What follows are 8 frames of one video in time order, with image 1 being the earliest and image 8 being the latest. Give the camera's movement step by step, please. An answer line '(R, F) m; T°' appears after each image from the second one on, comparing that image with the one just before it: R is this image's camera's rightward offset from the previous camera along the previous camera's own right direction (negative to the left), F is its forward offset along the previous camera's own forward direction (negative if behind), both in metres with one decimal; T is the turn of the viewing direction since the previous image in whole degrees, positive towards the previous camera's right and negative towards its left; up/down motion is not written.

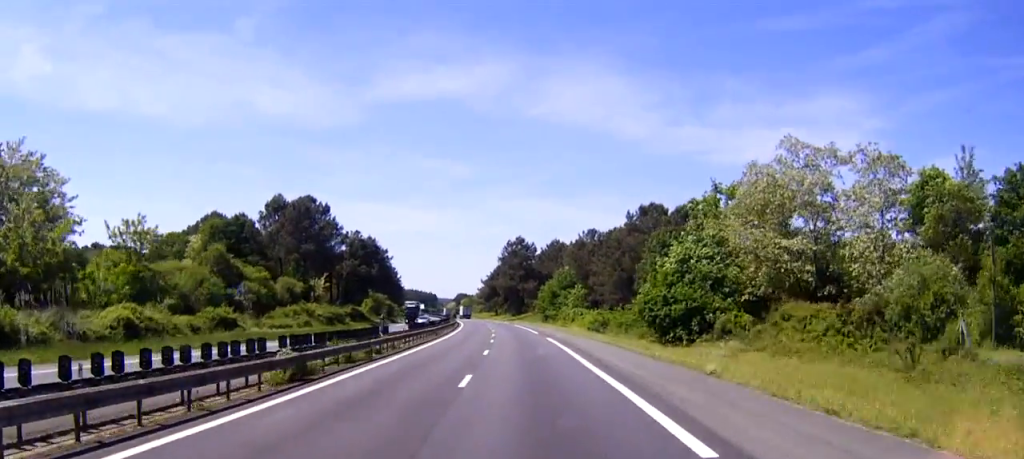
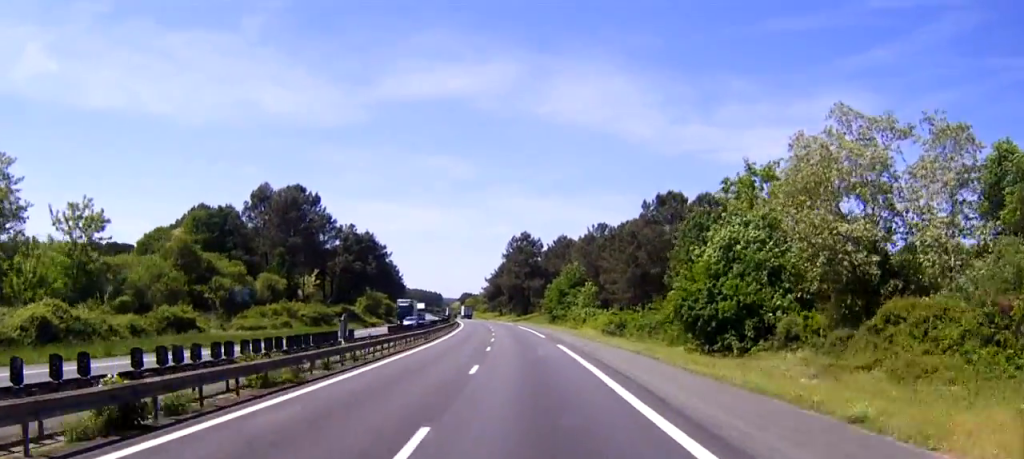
(0.0, +9.4) m; 0°
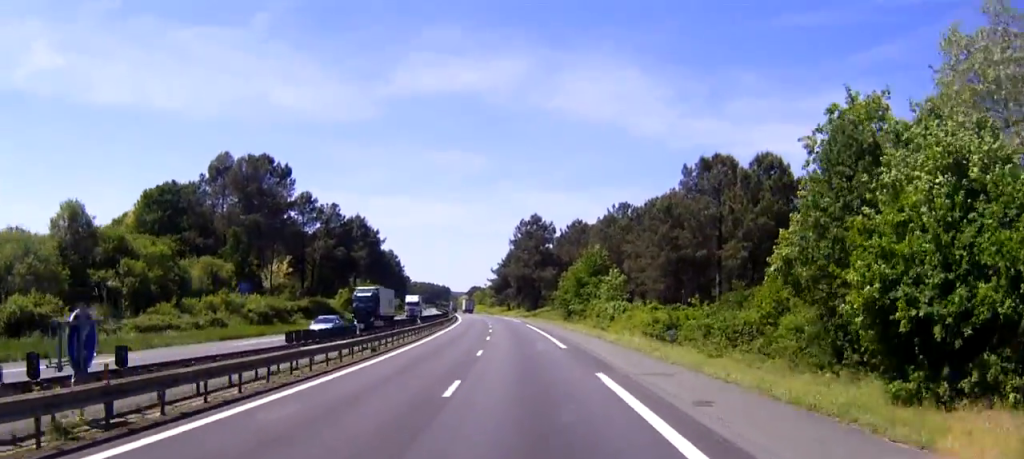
(-0.1, +19.6) m; -1°
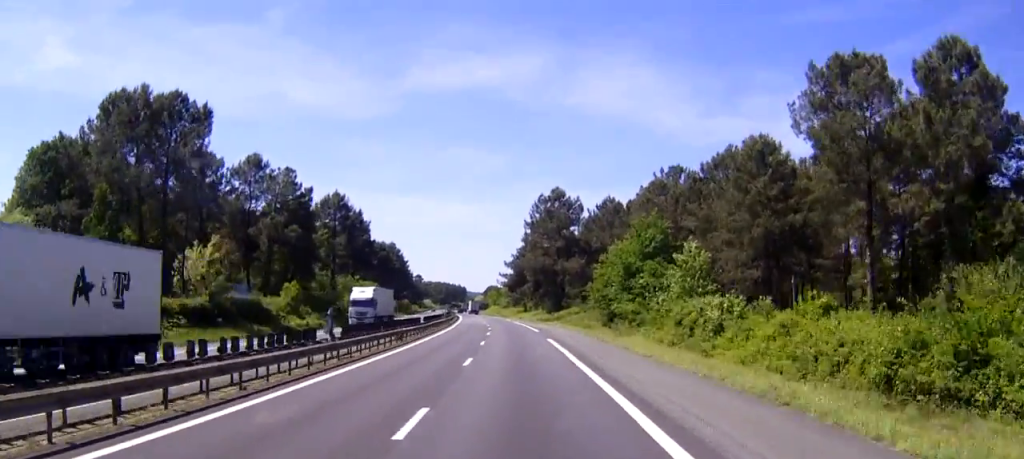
(-0.5, +31.6) m; -2°
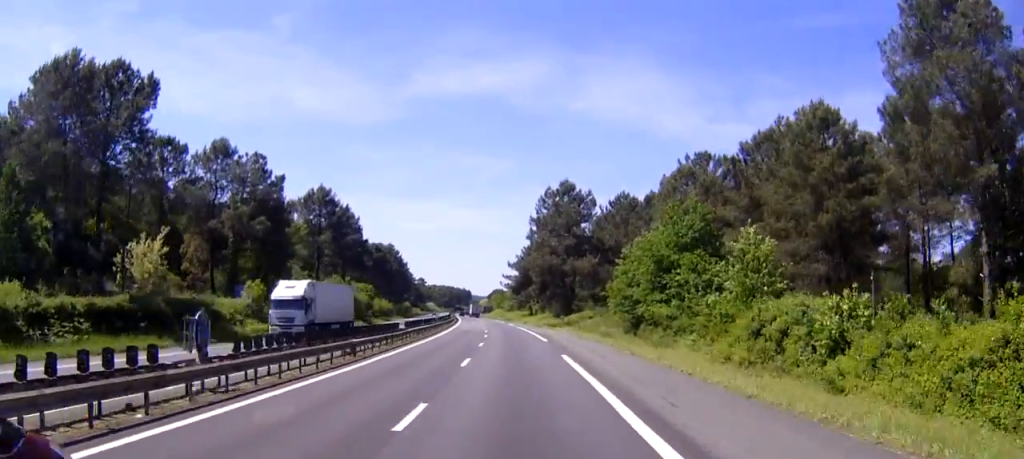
(-0.1, +12.7) m; -1°
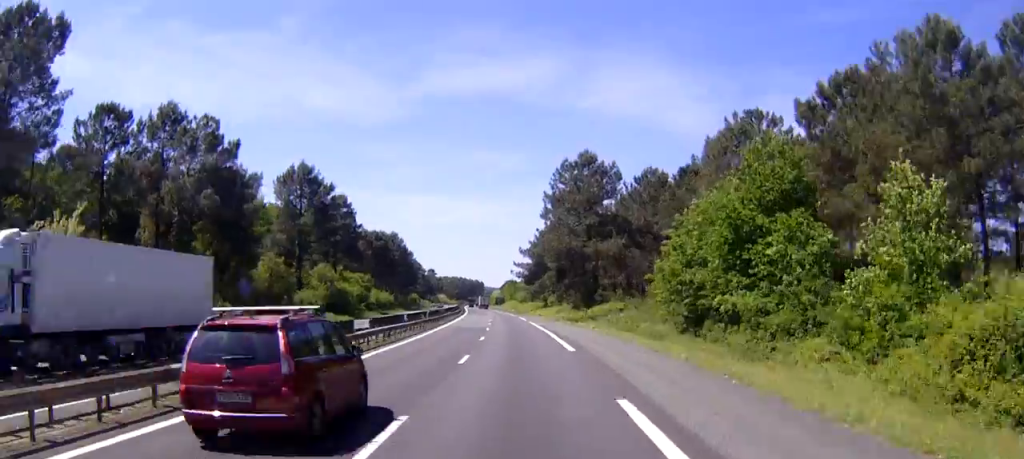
(-0.1, +15.9) m; -1°
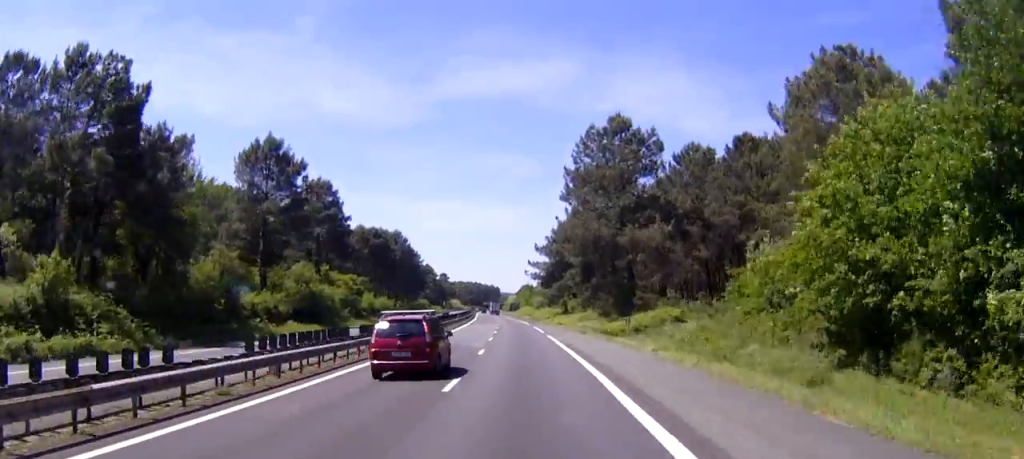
(-0.3, +19.1) m; -2°
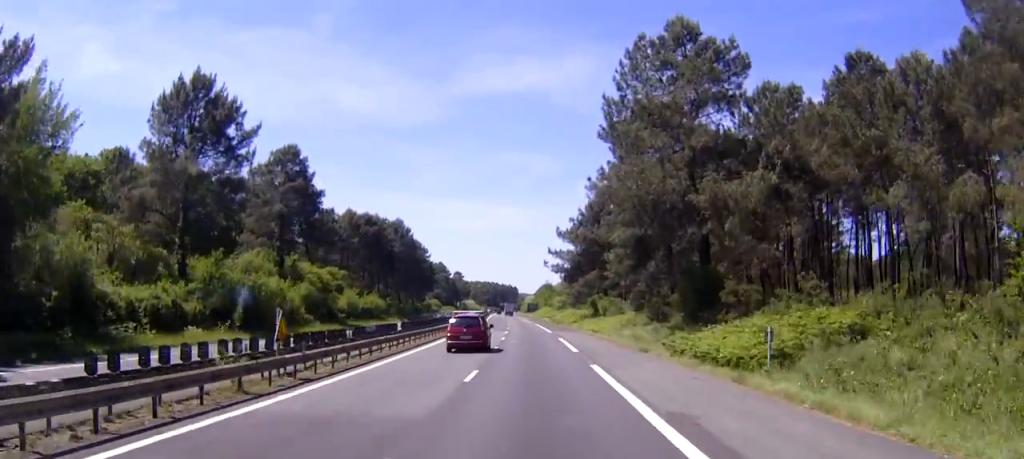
(-0.5, +23.9) m; -1°
